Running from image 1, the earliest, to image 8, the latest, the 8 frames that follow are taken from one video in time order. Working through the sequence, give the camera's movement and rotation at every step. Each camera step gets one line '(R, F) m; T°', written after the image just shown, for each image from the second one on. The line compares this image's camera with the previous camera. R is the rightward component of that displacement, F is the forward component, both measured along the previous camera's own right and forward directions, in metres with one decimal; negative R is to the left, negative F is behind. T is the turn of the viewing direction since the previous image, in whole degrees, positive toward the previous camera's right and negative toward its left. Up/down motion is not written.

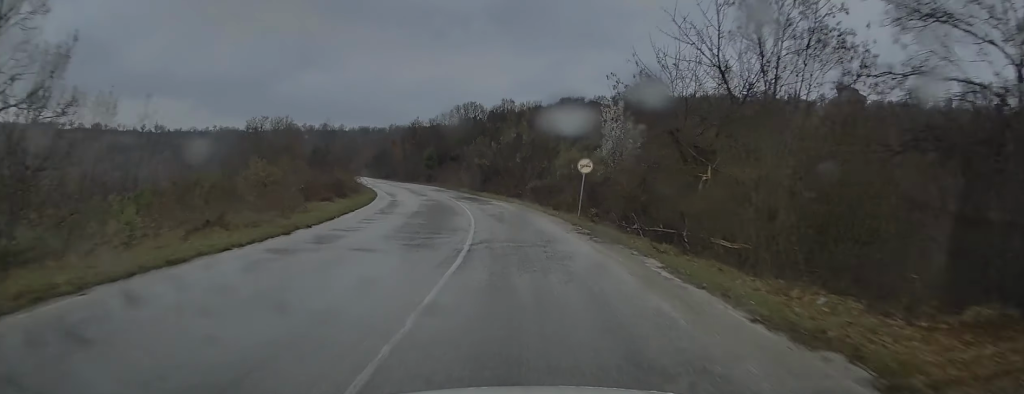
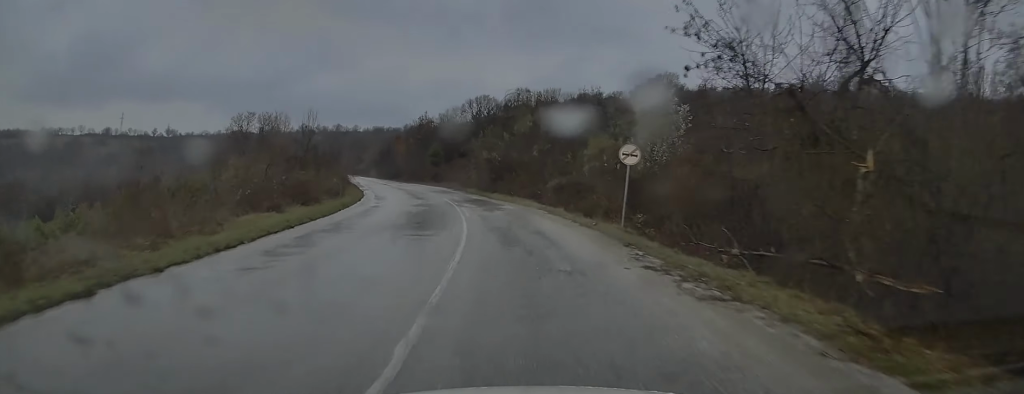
(0.0, +7.8) m; -1°
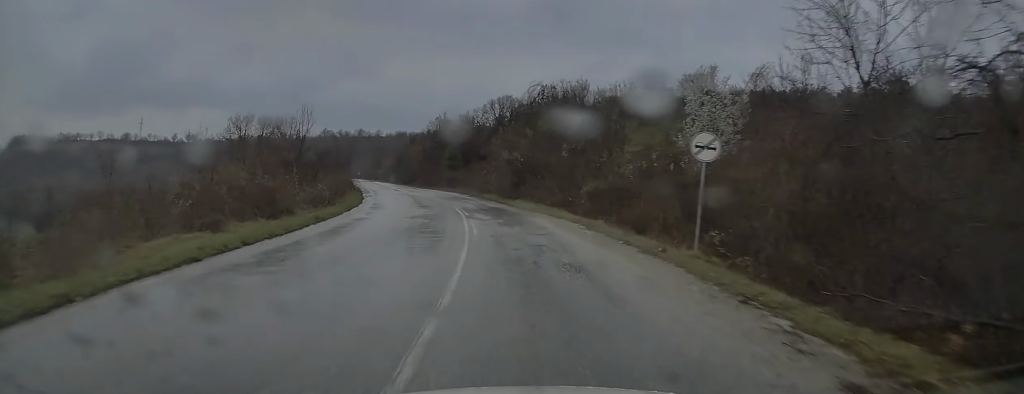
(0.0, +5.8) m; -1°
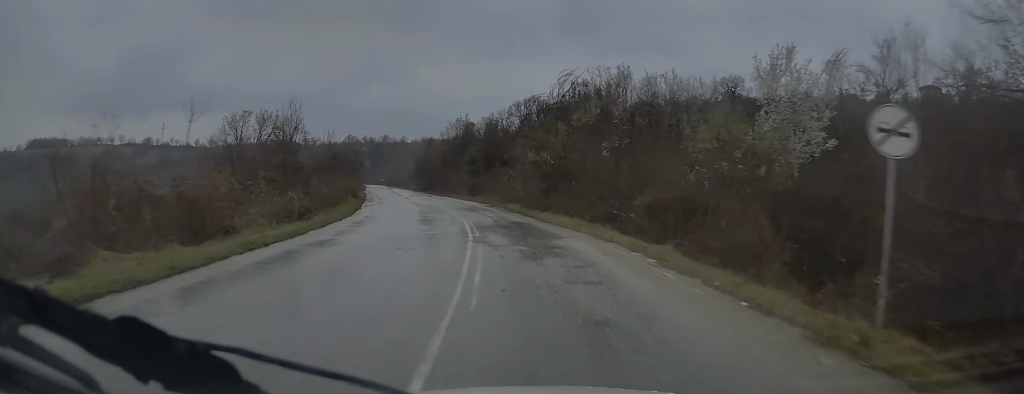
(0.0, +6.3) m; -2°
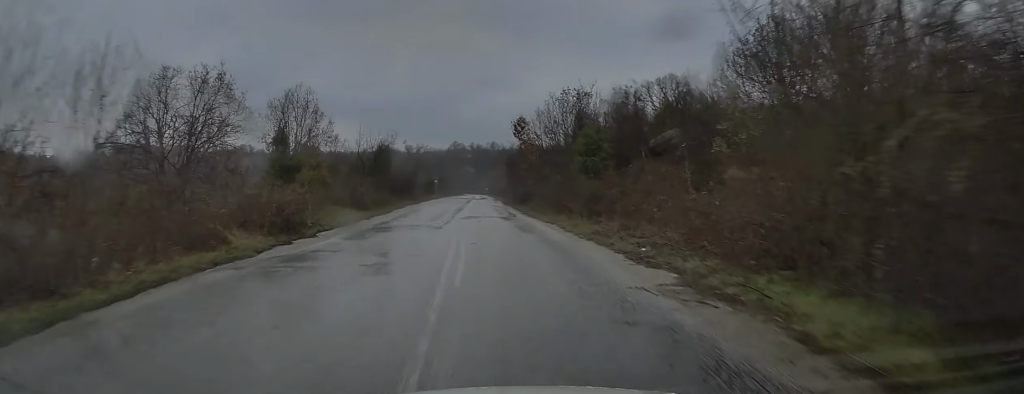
(-2.0, +25.4) m; -10°
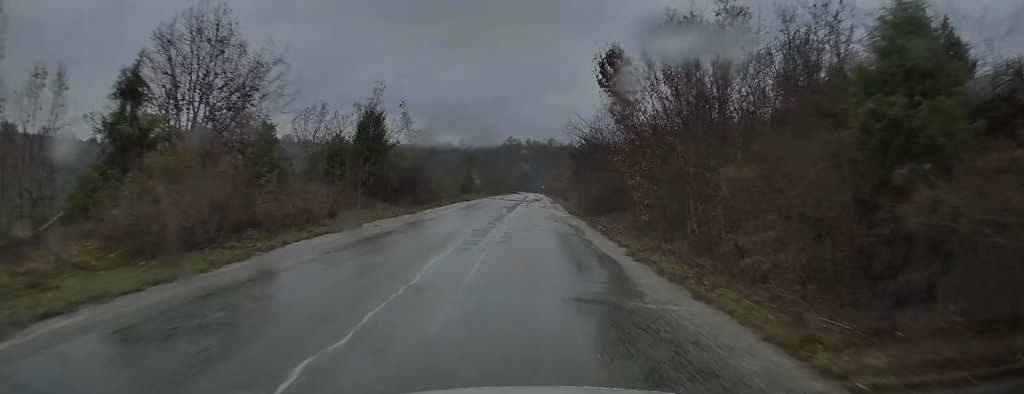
(-1.3, +19.8) m; -6°
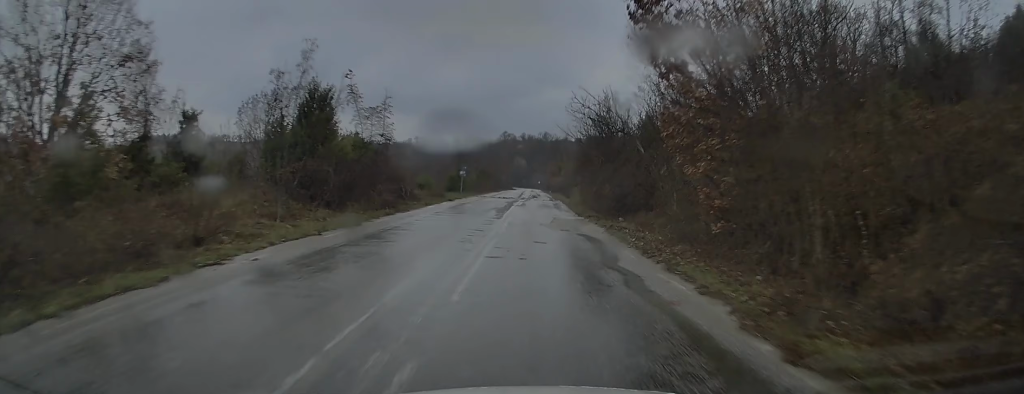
(-0.1, +7.5) m; -1°
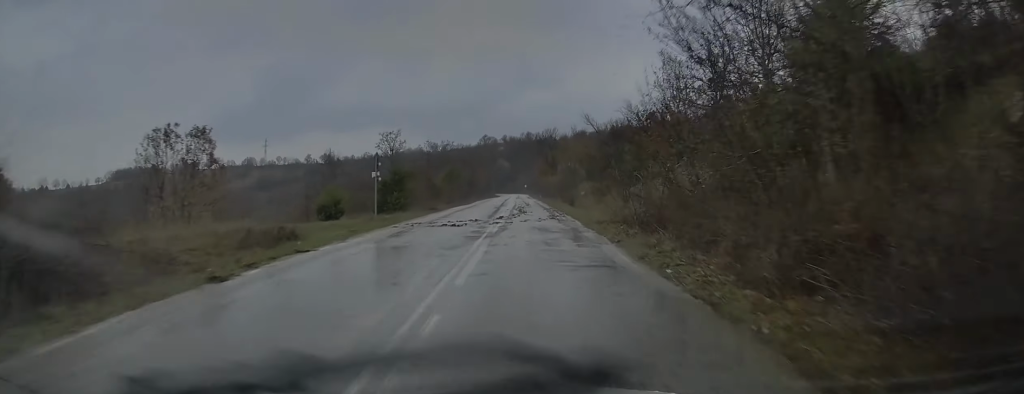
(-0.1, +25.6) m; +1°
